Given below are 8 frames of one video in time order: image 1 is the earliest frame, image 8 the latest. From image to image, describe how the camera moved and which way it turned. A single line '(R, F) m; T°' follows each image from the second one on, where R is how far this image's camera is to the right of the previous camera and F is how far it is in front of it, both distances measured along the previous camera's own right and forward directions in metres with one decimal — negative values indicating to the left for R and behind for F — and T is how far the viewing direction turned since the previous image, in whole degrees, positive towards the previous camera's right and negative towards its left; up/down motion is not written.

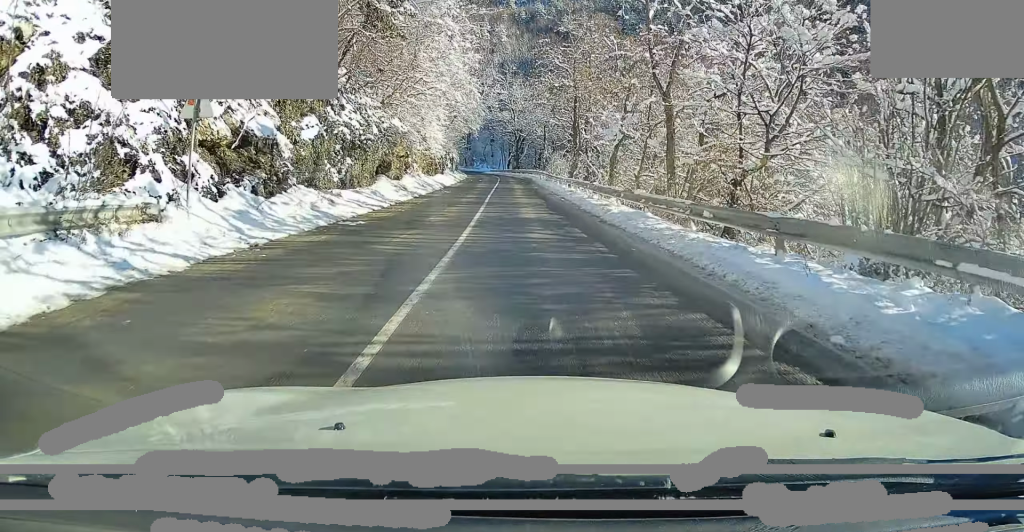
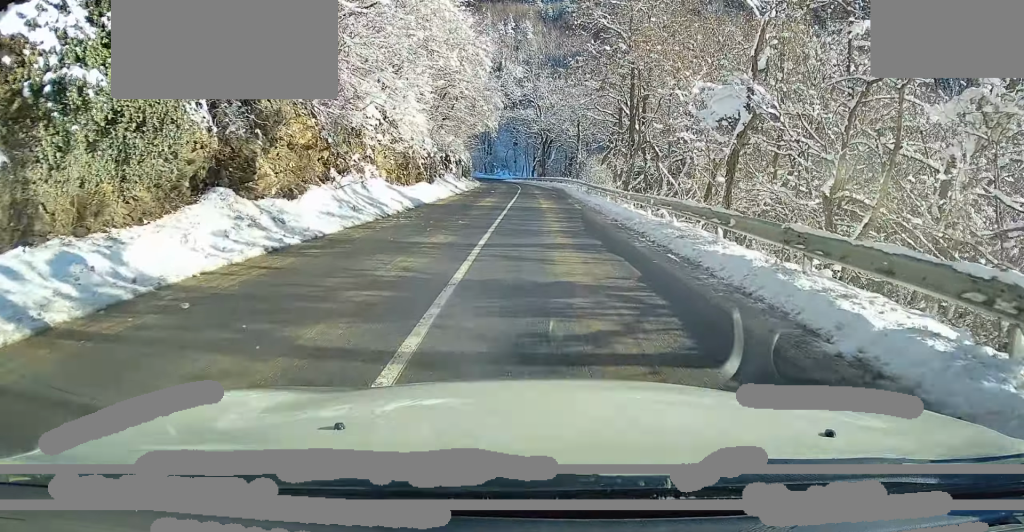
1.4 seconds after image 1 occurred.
(-0.8, +18.3) m; -5°
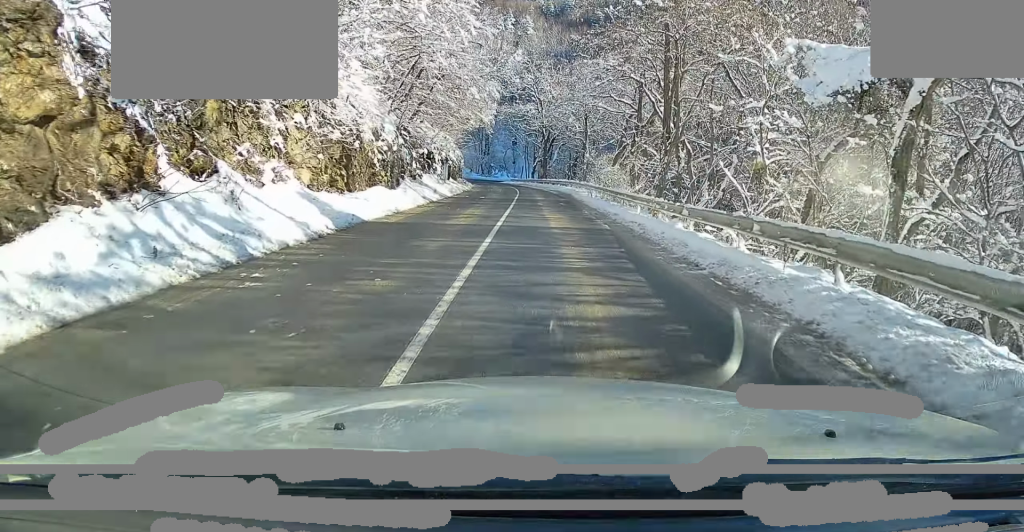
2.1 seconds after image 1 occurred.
(-0.3, +9.3) m; -1°
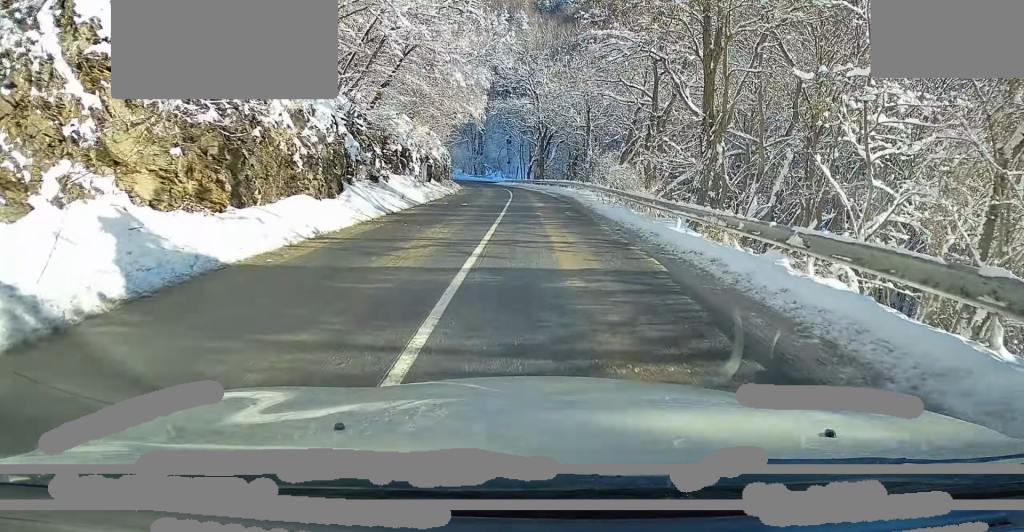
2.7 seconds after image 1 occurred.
(-0.1, +7.1) m; 0°
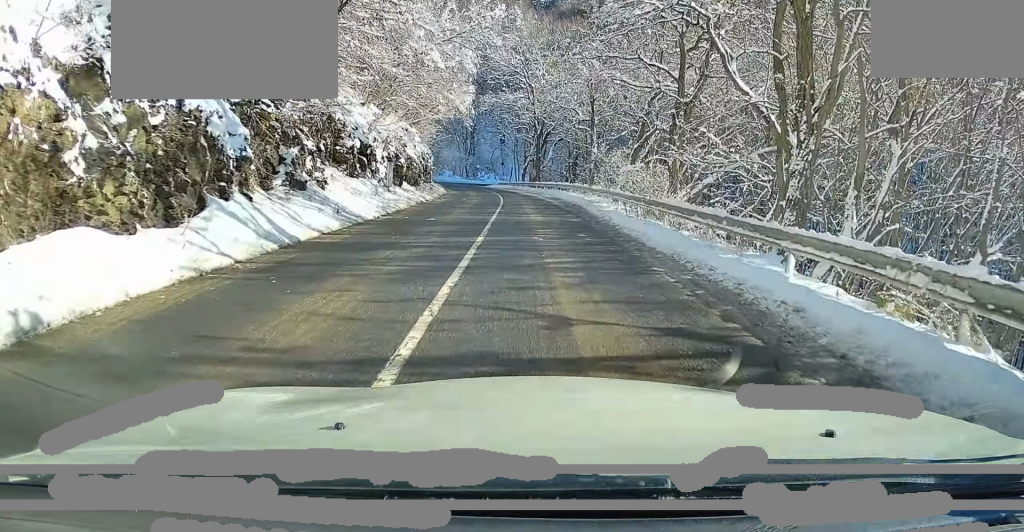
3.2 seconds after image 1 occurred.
(+0.2, +7.5) m; 0°
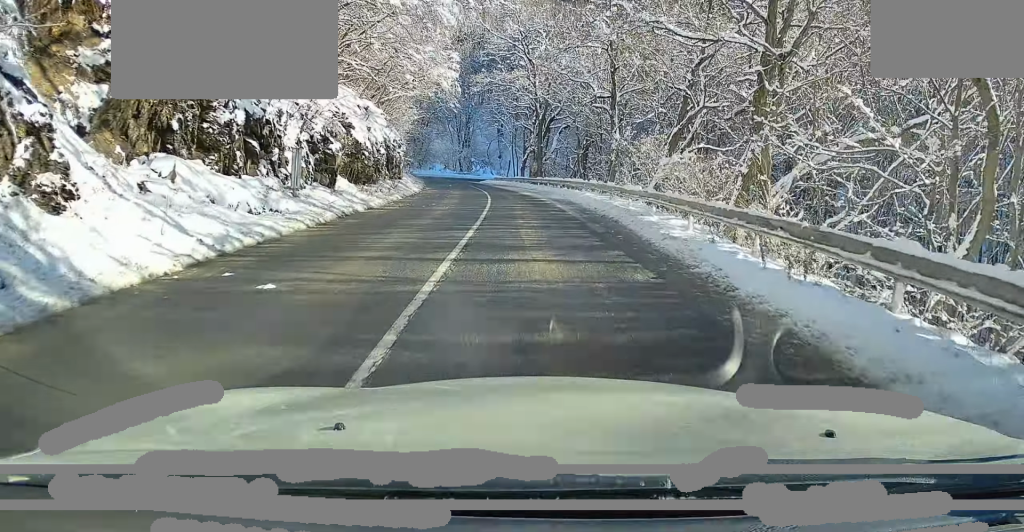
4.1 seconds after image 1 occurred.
(-0.1, +10.8) m; -2°
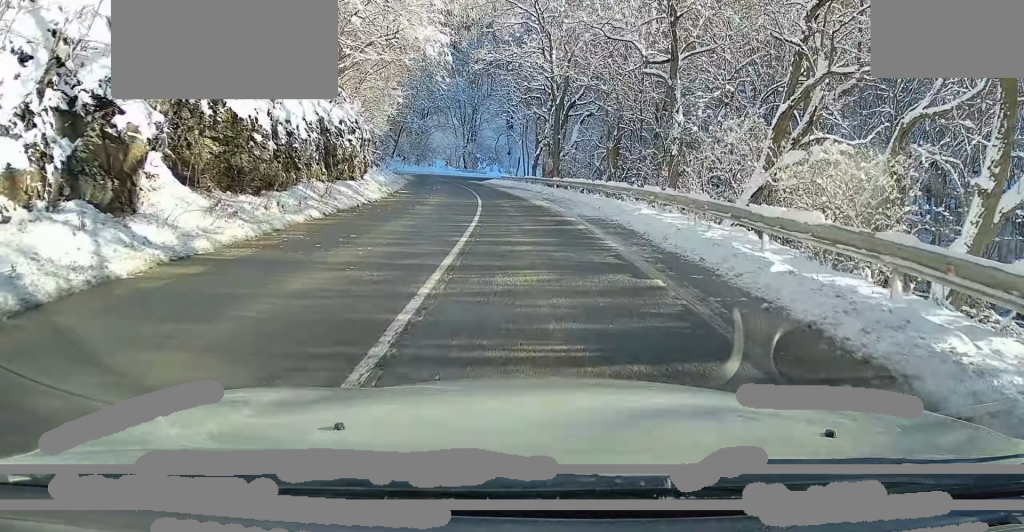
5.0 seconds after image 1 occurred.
(-0.4, +11.6) m; -3°
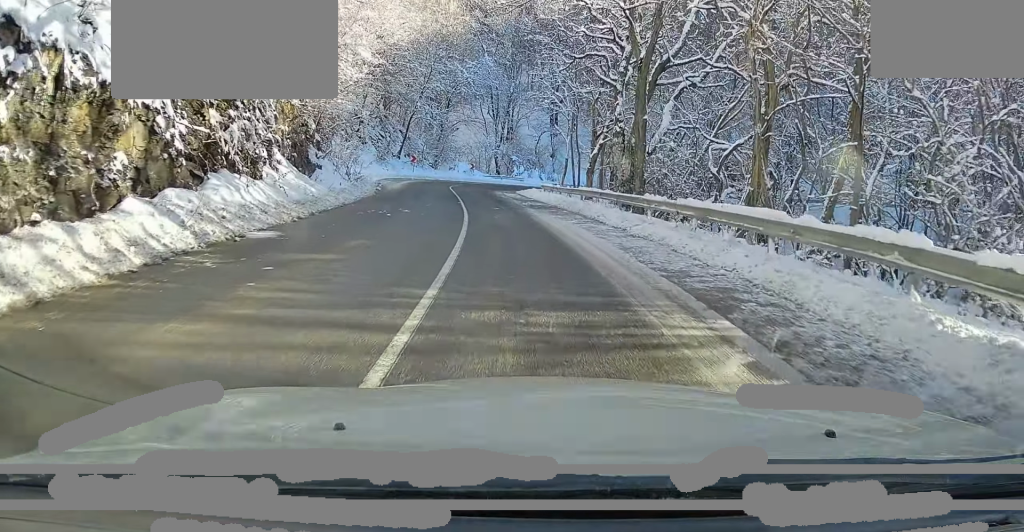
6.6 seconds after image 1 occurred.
(-0.6, +18.9) m; -3°
